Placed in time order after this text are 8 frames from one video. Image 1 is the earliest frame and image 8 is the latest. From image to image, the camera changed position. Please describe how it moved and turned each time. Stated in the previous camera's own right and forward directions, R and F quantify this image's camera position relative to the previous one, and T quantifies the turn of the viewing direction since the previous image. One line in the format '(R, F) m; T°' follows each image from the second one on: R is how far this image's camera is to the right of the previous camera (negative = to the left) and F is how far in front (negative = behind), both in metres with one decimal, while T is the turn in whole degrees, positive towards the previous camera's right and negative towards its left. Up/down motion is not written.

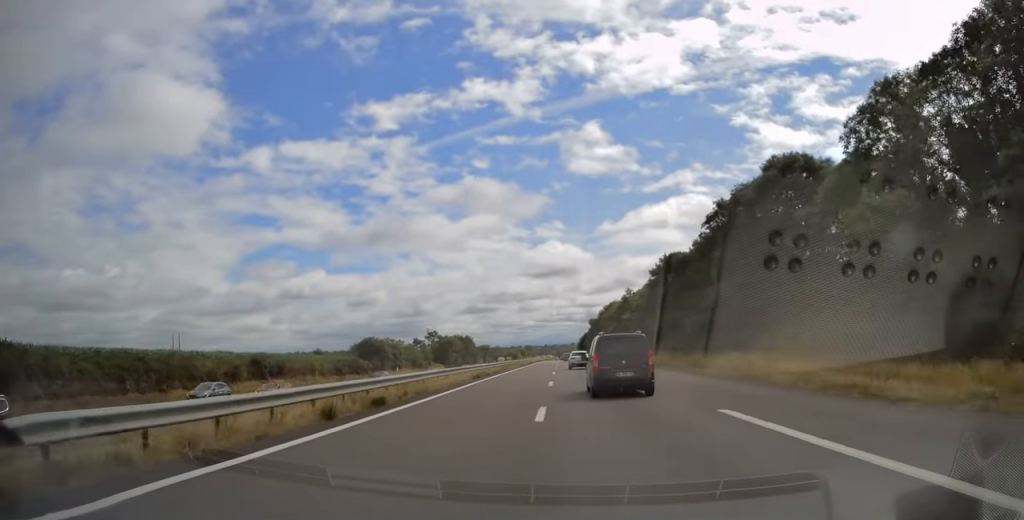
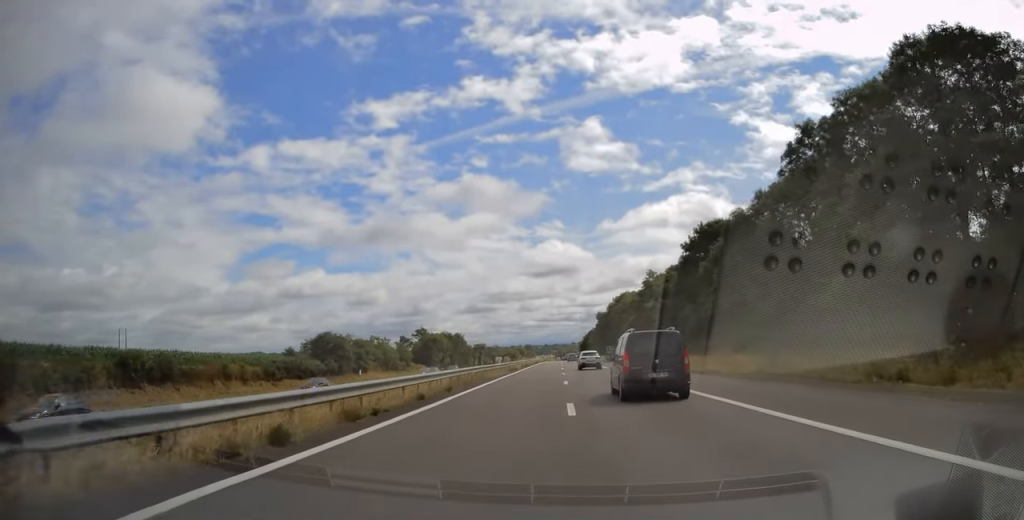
(+0.3, +26.5) m; 0°
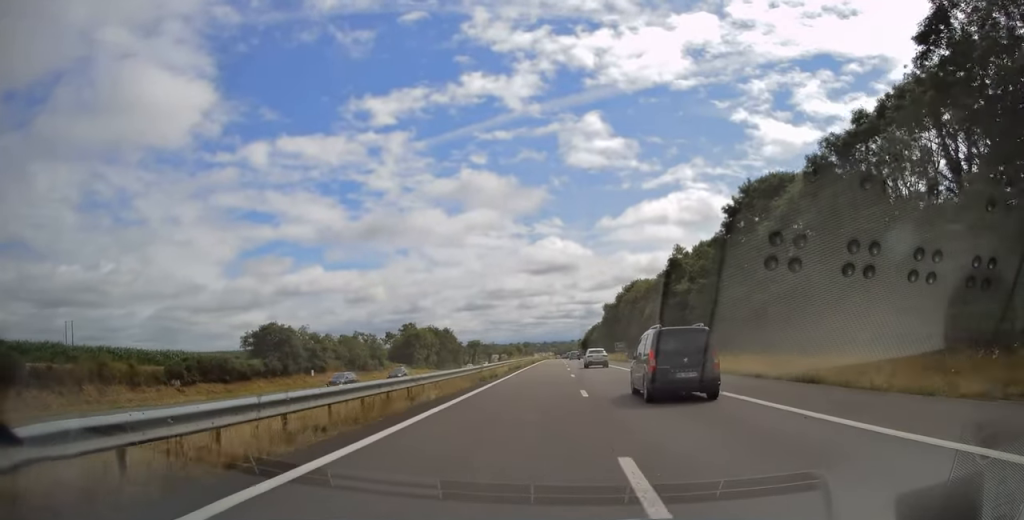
(-0.1, +21.3) m; 0°
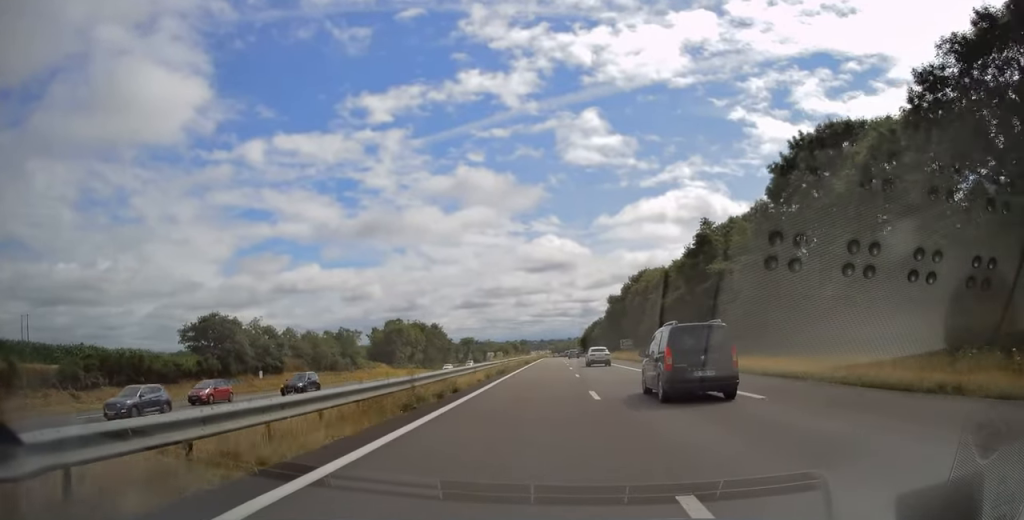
(-0.1, +15.1) m; 0°
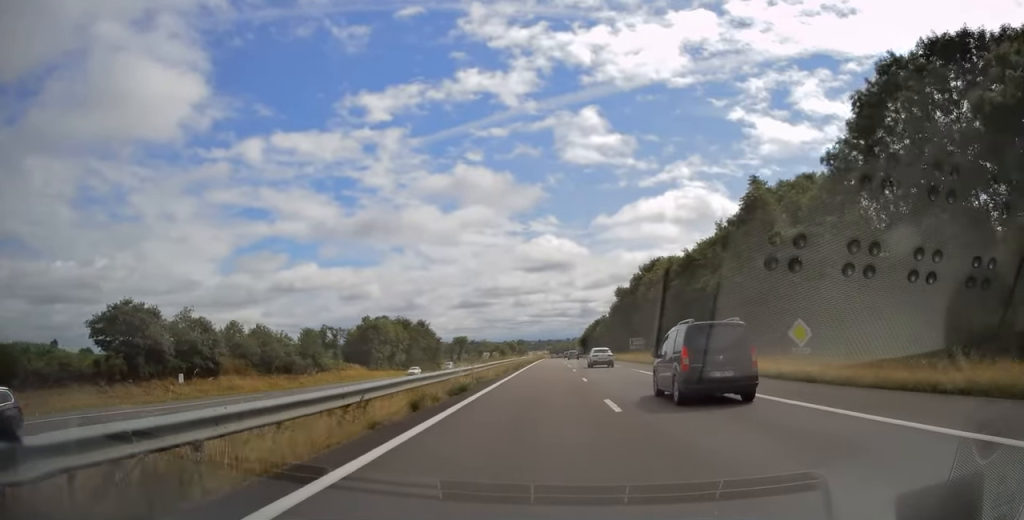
(0.0, +16.1) m; 0°
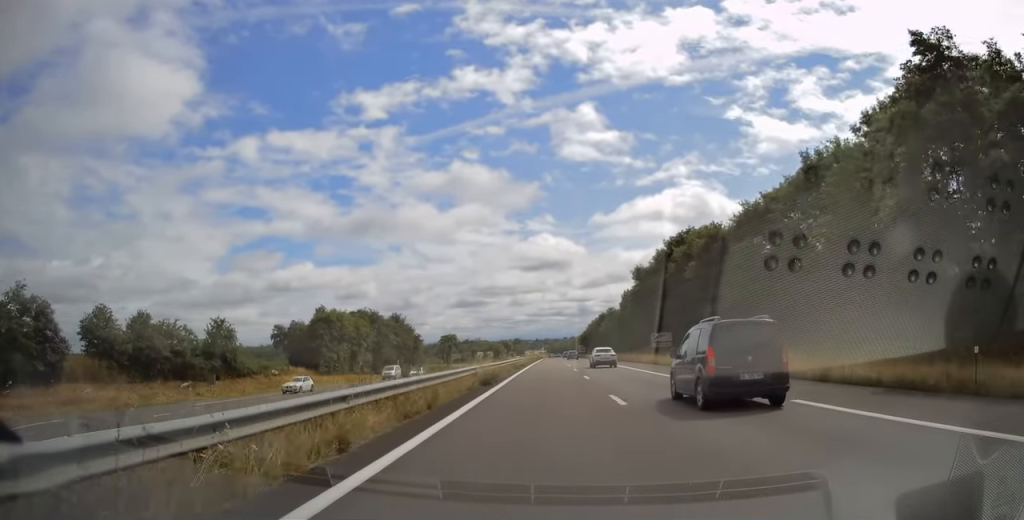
(+0.1, +24.4) m; 0°
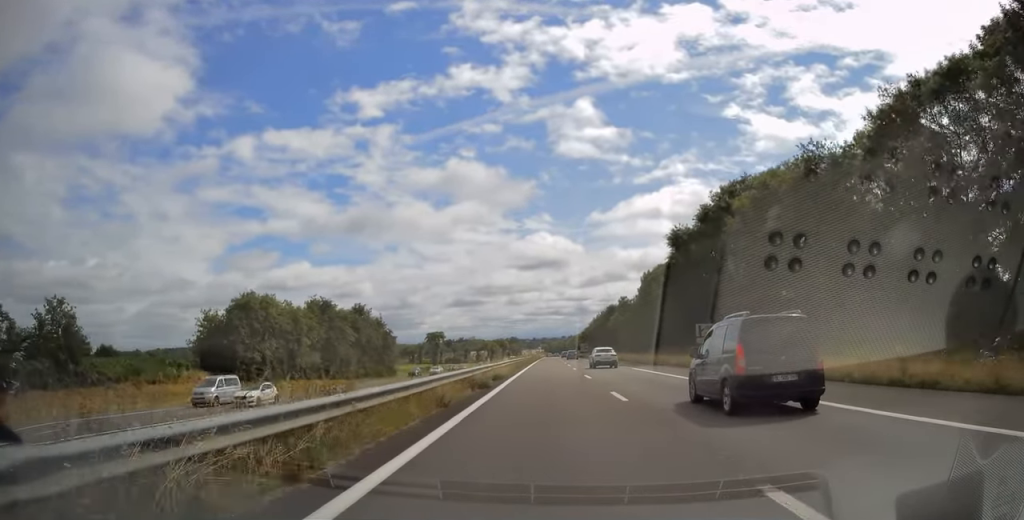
(+0.2, +24.9) m; 0°
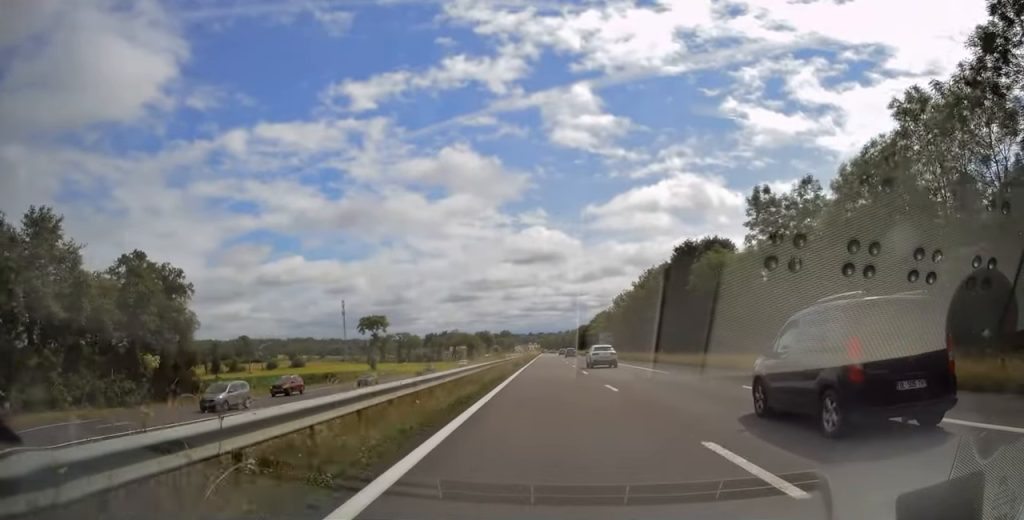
(+0.4, +74.8) m; +1°
